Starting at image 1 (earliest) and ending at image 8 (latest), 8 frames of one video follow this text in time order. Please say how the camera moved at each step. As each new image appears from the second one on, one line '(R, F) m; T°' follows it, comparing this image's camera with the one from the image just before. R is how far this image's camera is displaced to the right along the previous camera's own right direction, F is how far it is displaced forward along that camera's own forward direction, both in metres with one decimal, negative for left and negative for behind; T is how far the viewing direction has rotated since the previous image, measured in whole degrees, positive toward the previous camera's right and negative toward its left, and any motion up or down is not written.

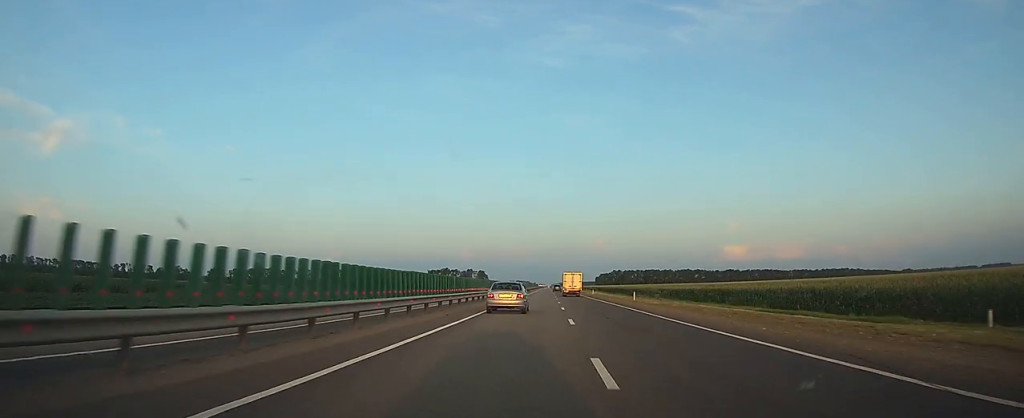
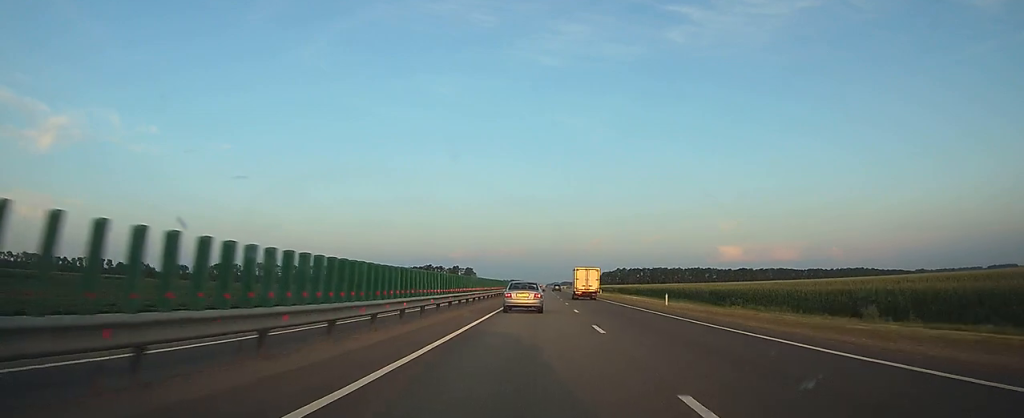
(+0.1, +63.3) m; 0°
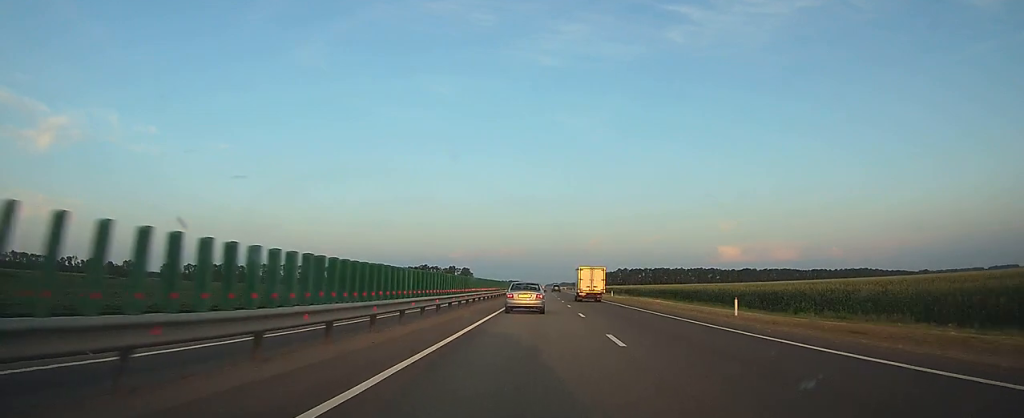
(+0.1, +15.2) m; 0°
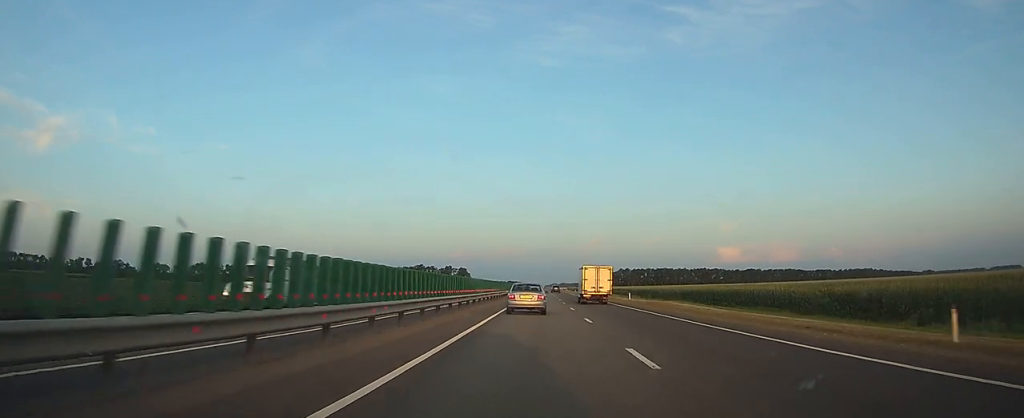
(0.0, +15.3) m; 0°
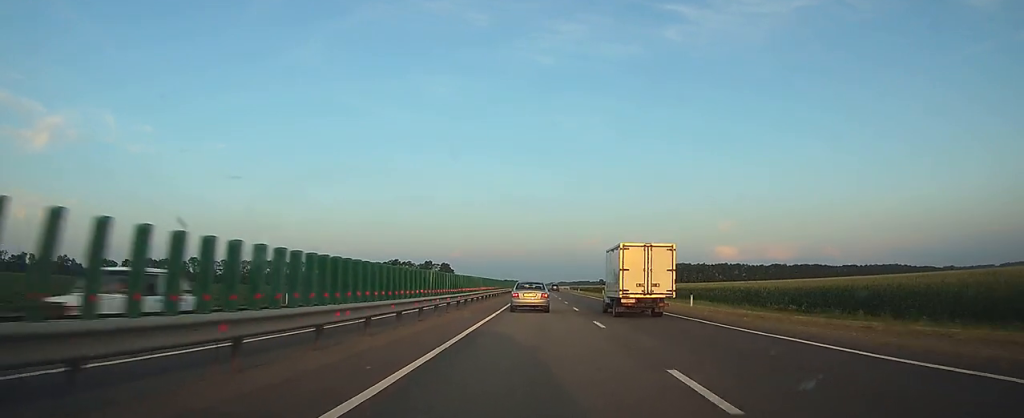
(+0.3, +75.2) m; +1°
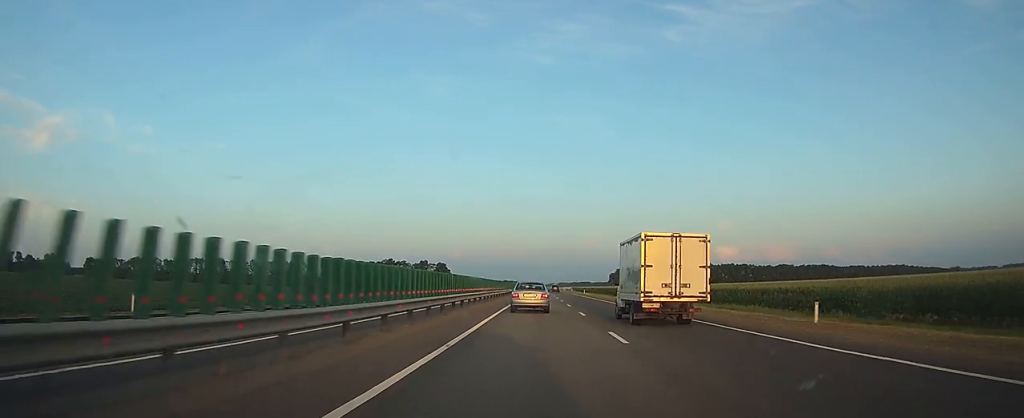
(+0.1, +16.5) m; 0°
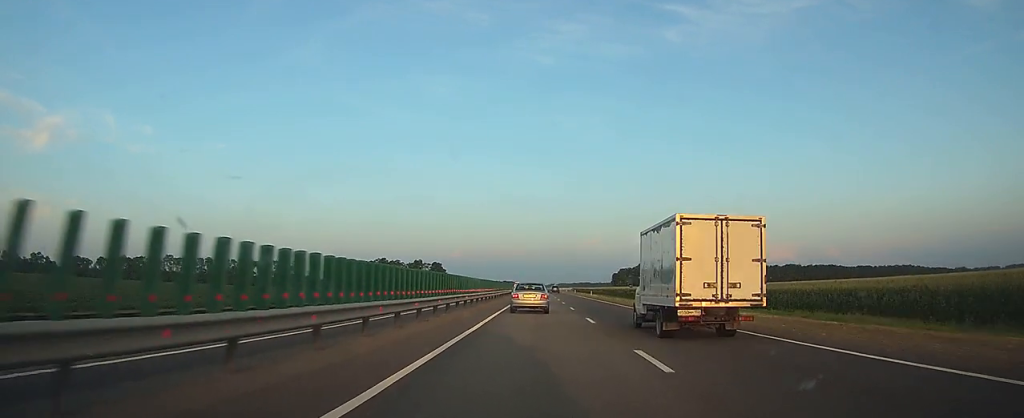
(0.0, +16.5) m; 0°
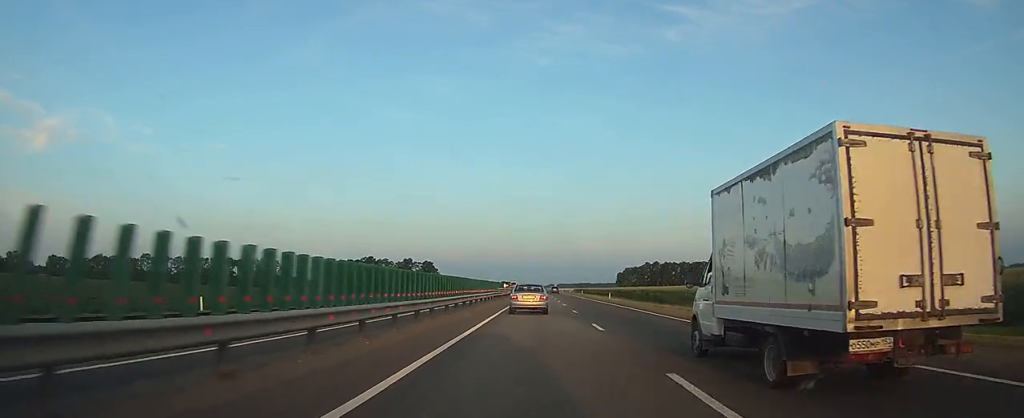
(0.0, +27.0) m; 0°
